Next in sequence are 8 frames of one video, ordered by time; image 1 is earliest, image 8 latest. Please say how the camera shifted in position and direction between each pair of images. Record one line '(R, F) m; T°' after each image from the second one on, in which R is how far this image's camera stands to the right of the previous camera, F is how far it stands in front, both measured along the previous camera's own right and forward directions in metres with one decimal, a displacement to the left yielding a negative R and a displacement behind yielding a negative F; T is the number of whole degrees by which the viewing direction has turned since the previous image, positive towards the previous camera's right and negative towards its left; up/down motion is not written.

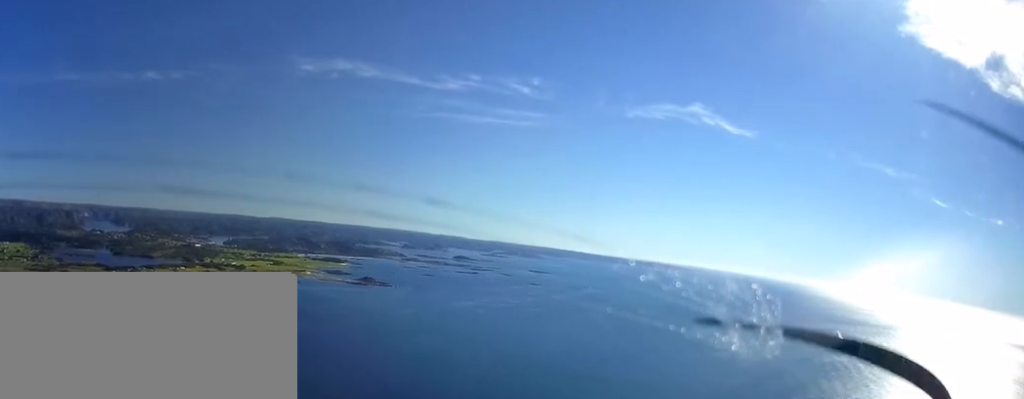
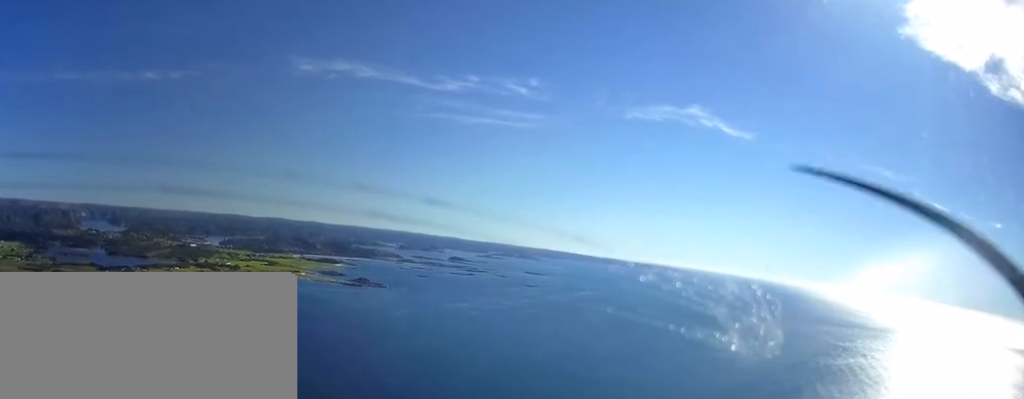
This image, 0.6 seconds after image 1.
(+0.4, +26.4) m; 0°
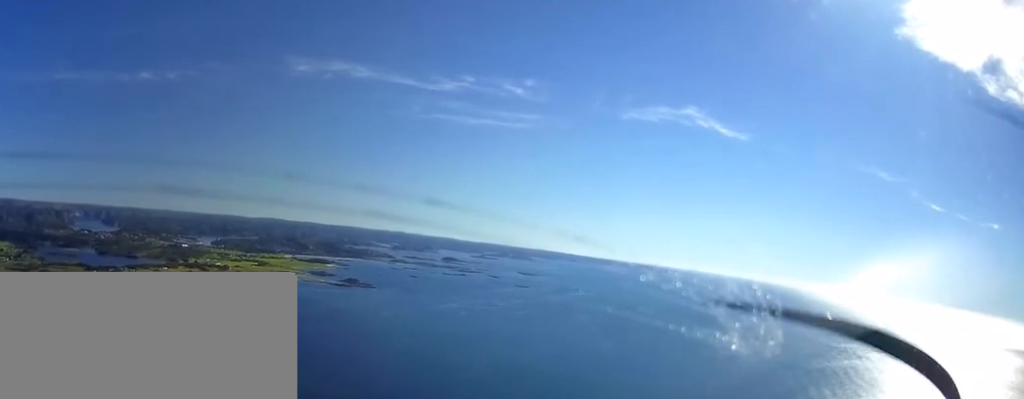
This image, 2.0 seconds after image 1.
(-0.5, +55.7) m; 0°
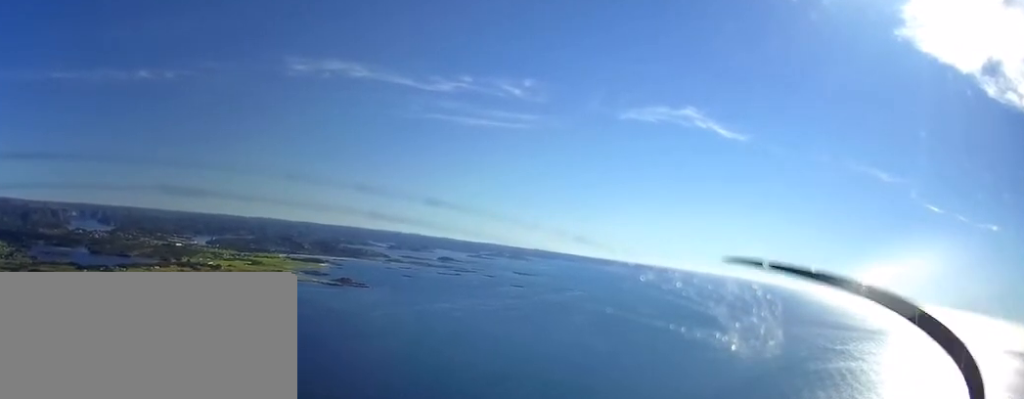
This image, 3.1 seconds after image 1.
(+0.6, +47.5) m; +1°
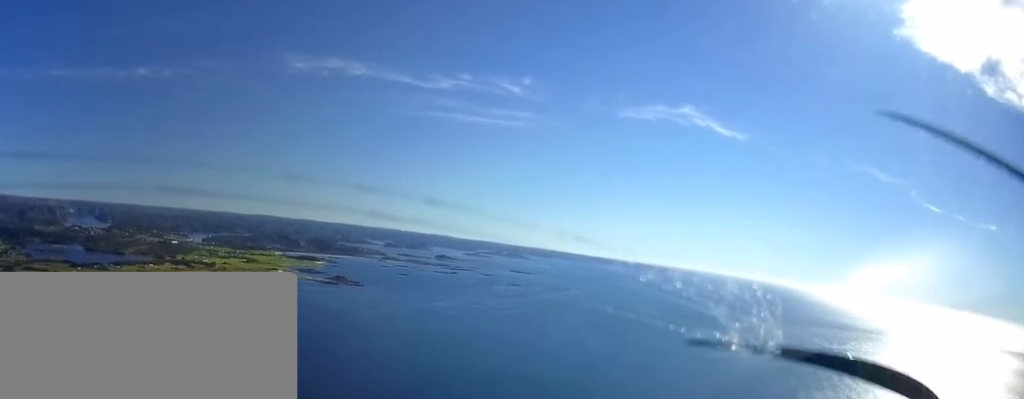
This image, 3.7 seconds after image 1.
(+0.1, +26.5) m; 0°
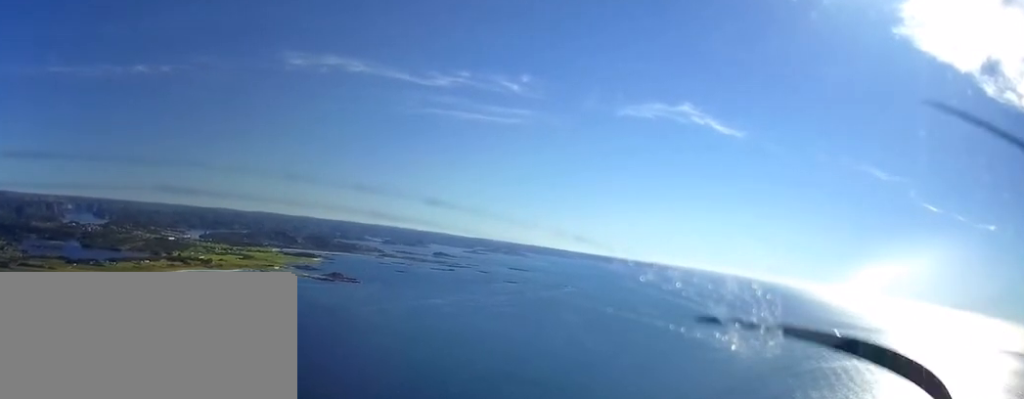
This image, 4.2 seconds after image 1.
(0.0, +19.6) m; 0°
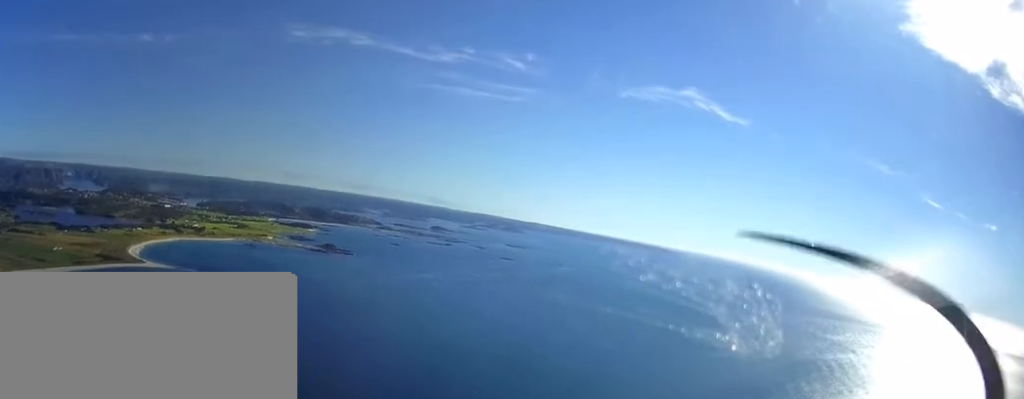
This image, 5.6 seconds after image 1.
(0.0, +58.9) m; 0°
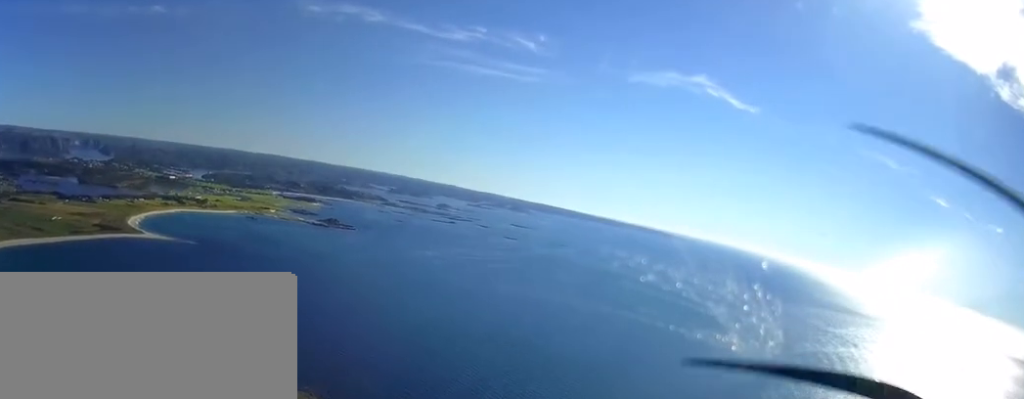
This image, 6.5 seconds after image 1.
(-0.1, +38.0) m; 0°
